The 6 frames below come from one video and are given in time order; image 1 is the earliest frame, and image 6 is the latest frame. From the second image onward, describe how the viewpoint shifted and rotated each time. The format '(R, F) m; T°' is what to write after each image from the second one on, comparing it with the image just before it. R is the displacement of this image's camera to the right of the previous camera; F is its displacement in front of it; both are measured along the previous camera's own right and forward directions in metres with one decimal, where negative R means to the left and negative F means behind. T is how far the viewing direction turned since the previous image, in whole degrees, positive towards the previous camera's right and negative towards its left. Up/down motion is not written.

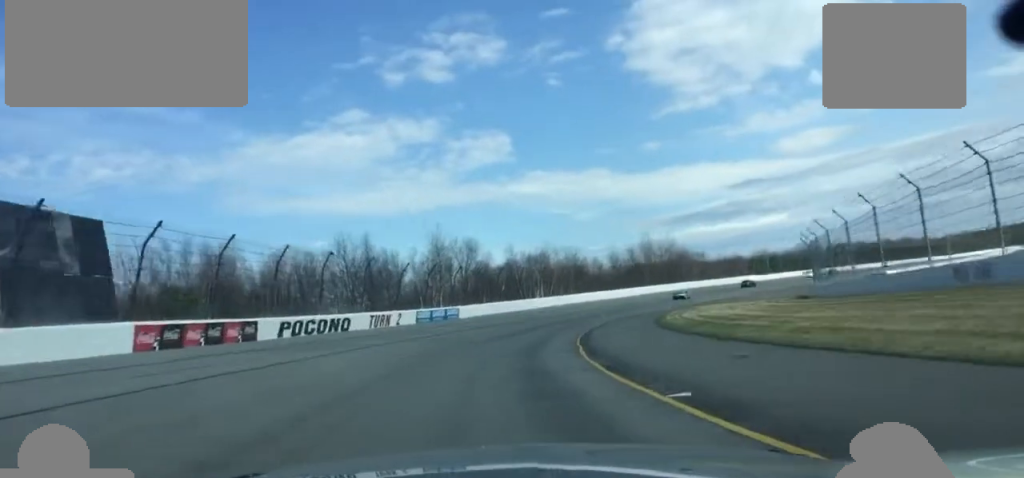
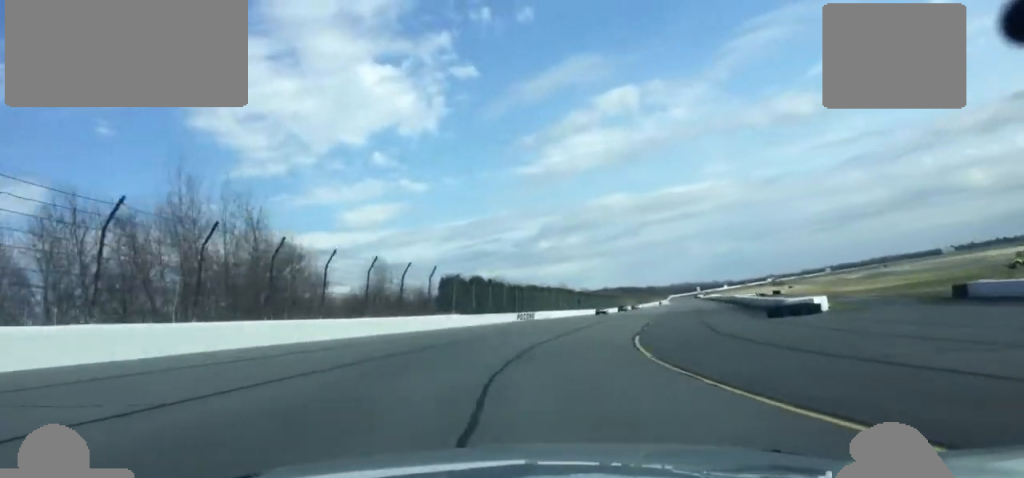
(+27.1, +117.9) m; +25°
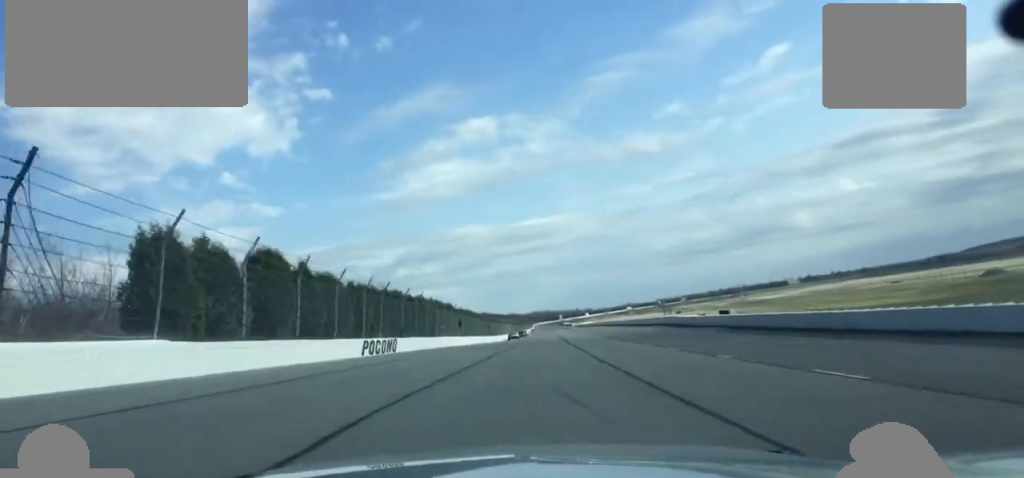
(+6.8, +54.7) m; +12°
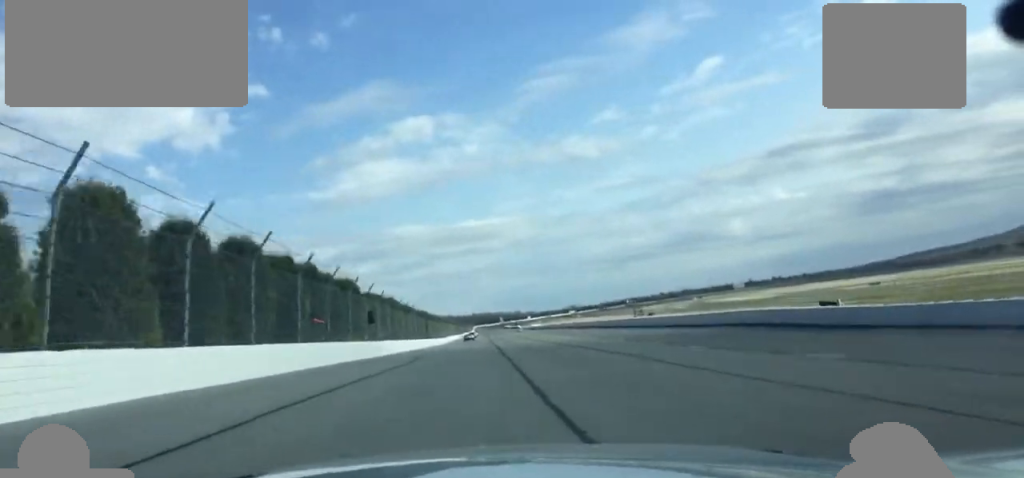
(+3.7, +57.4) m; +3°
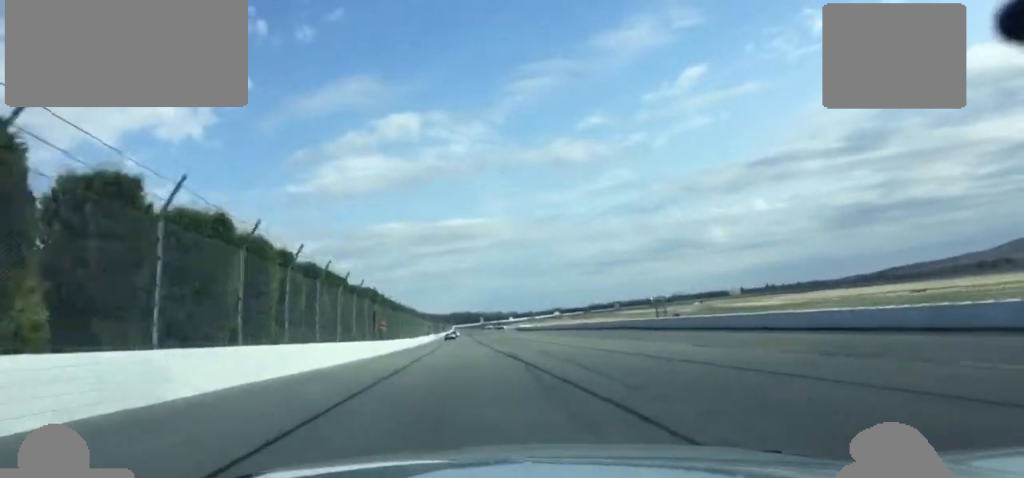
(-0.1, +58.7) m; 0°
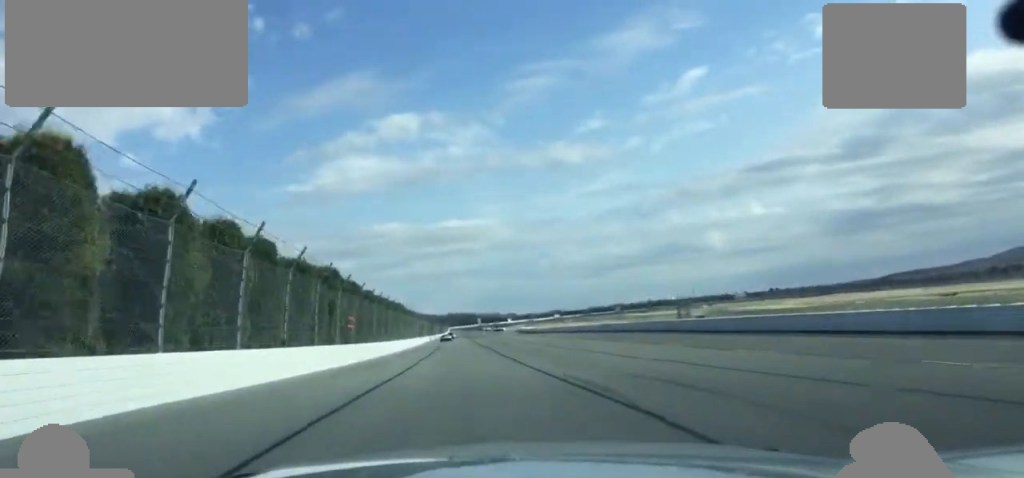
(+0.2, +23.1) m; 0°
